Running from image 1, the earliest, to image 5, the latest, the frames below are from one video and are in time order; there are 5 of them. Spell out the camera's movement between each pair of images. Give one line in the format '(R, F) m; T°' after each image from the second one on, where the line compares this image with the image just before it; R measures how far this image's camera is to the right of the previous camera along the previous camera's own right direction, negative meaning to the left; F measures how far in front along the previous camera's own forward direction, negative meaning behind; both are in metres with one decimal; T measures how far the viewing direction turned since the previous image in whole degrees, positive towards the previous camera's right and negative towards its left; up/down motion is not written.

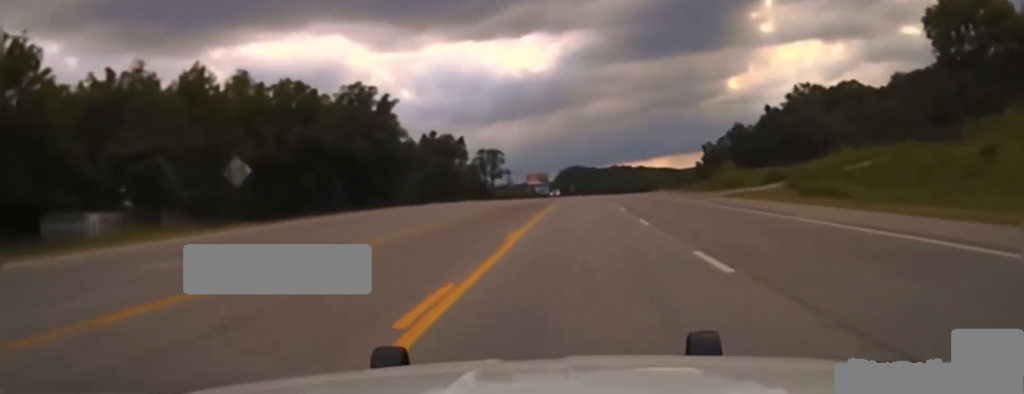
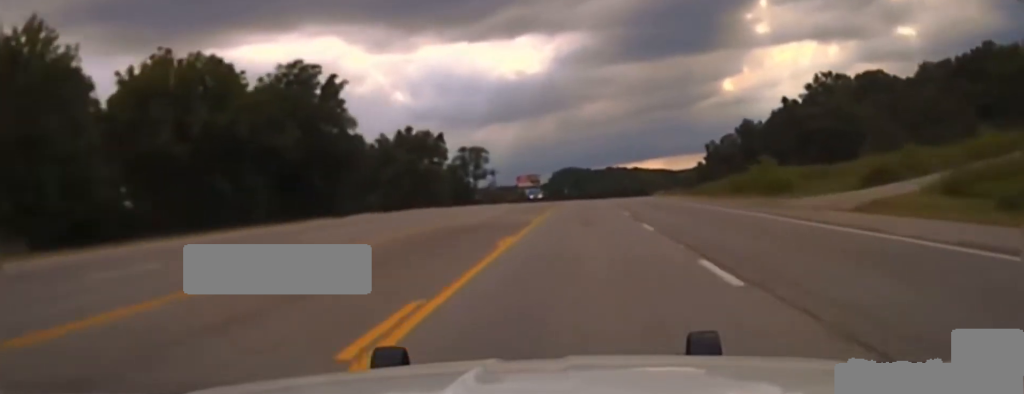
(0.0, +24.3) m; 0°
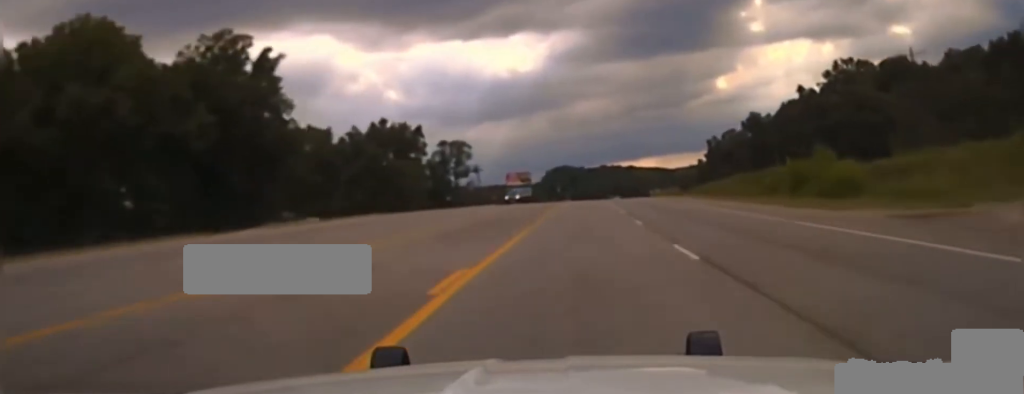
(+0.1, +22.4) m; 0°
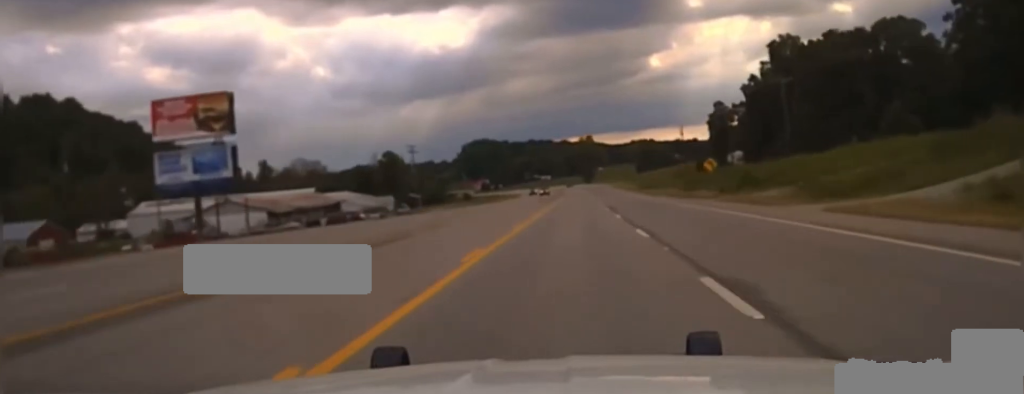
(+7.9, +201.4) m; +5°
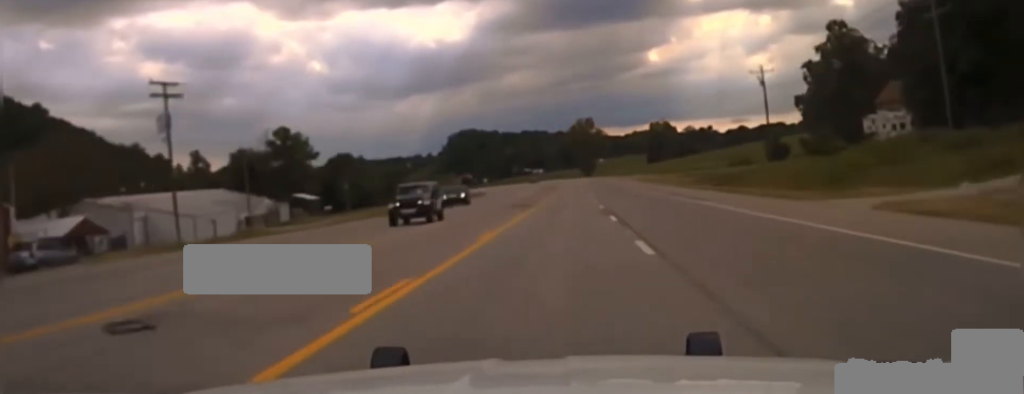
(+0.4, +91.8) m; 0°
